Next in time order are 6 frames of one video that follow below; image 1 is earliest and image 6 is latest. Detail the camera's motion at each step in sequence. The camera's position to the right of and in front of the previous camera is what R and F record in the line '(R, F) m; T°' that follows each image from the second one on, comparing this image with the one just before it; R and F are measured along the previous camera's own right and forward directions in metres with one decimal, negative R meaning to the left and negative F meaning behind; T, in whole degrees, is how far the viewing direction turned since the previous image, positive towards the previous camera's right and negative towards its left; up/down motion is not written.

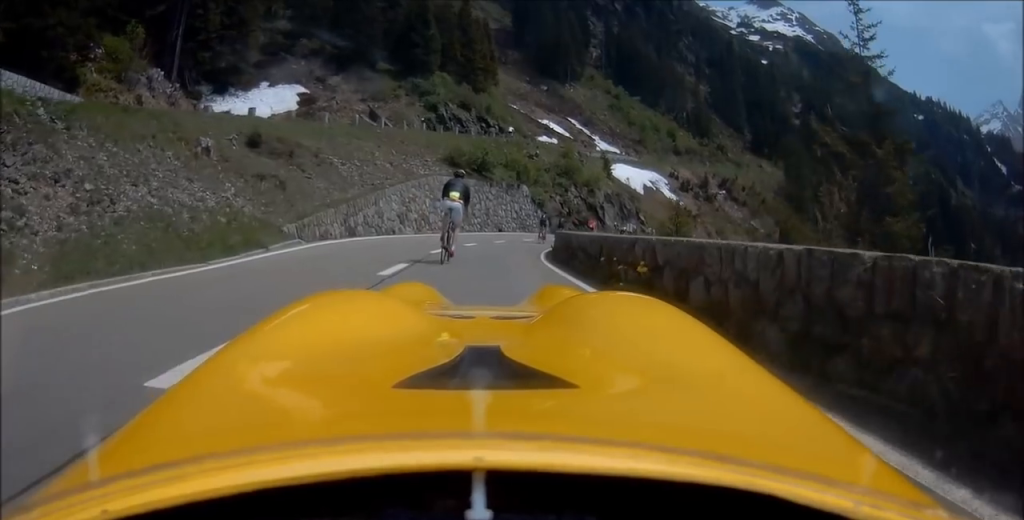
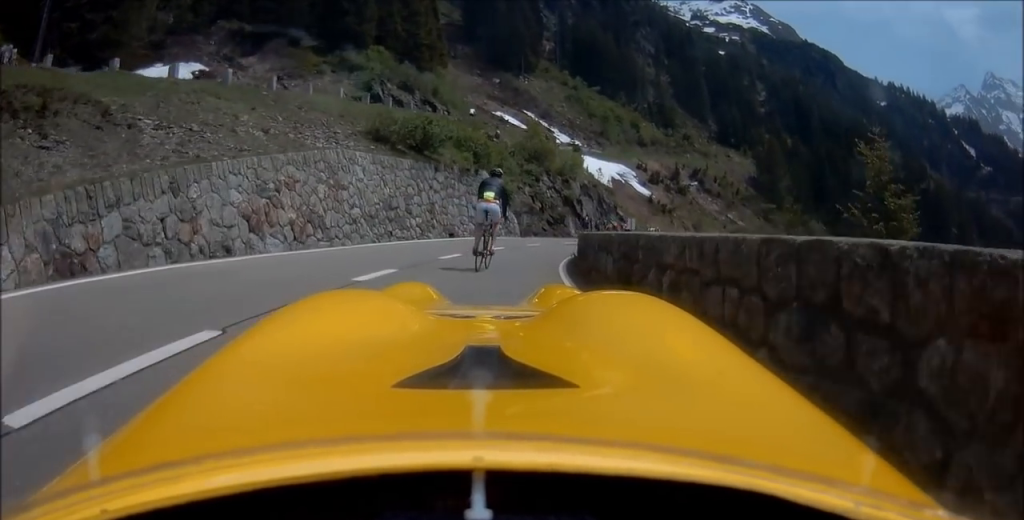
(-0.3, +19.2) m; +3°
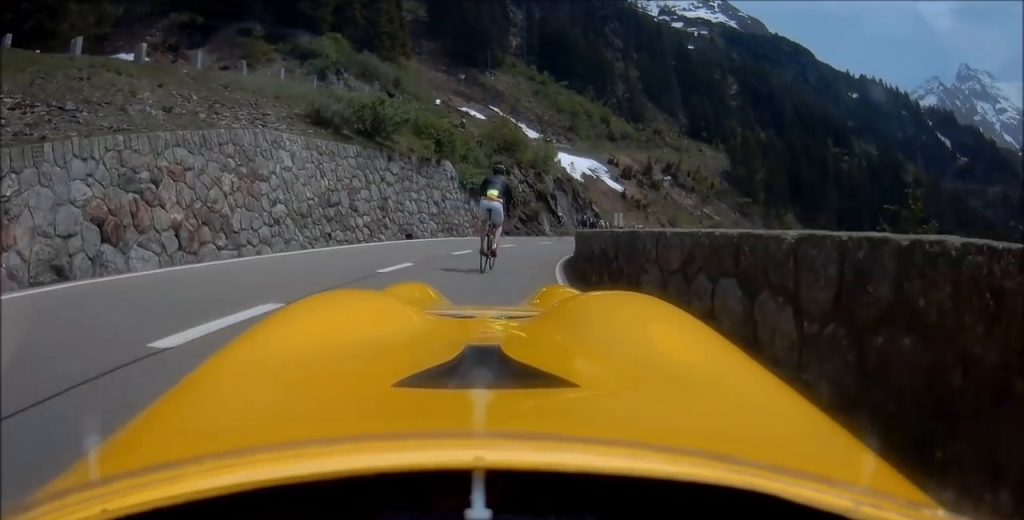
(+0.4, +6.0) m; +3°
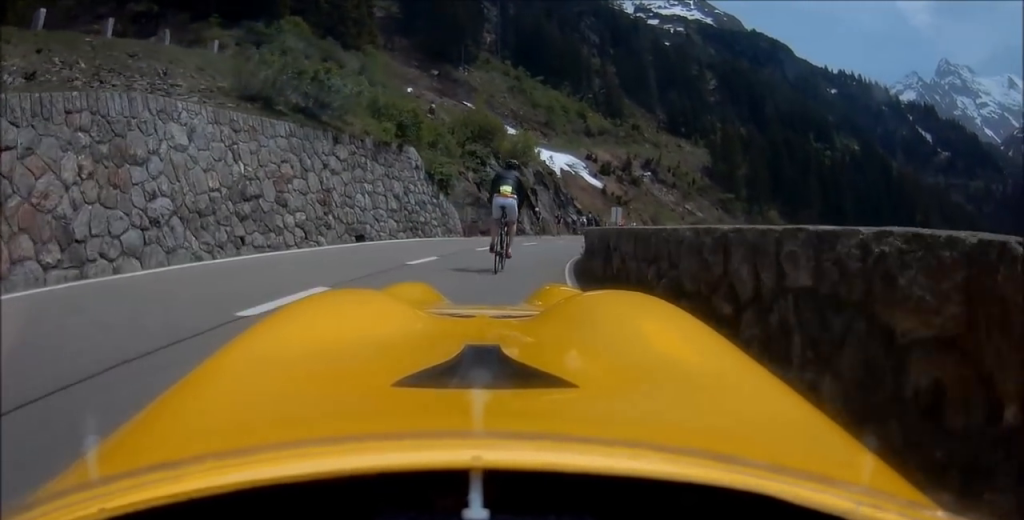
(+0.2, +6.2) m; +3°
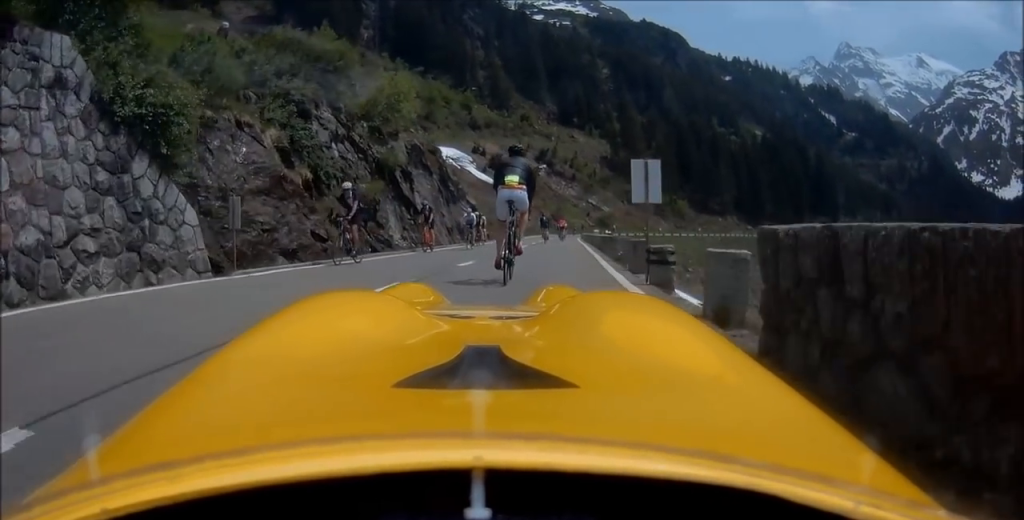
(+1.8, +20.1) m; +11°
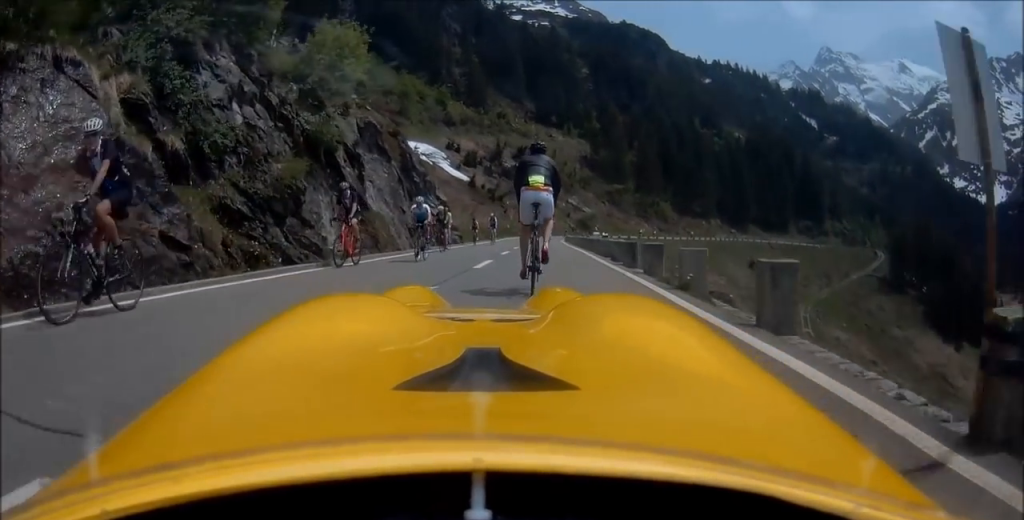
(+0.5, +7.4) m; +3°
